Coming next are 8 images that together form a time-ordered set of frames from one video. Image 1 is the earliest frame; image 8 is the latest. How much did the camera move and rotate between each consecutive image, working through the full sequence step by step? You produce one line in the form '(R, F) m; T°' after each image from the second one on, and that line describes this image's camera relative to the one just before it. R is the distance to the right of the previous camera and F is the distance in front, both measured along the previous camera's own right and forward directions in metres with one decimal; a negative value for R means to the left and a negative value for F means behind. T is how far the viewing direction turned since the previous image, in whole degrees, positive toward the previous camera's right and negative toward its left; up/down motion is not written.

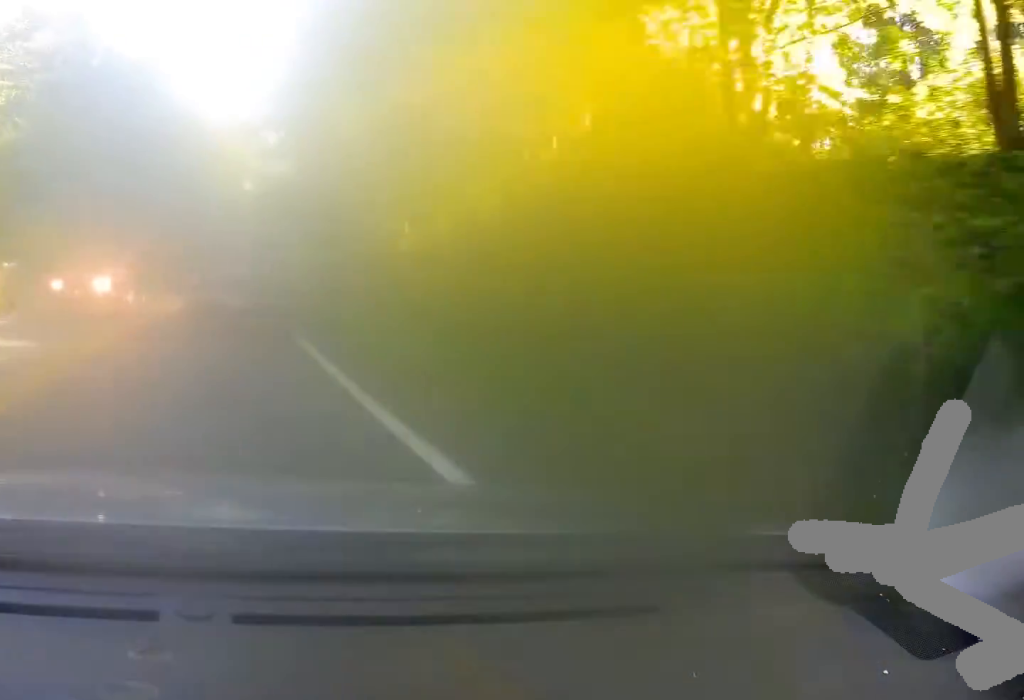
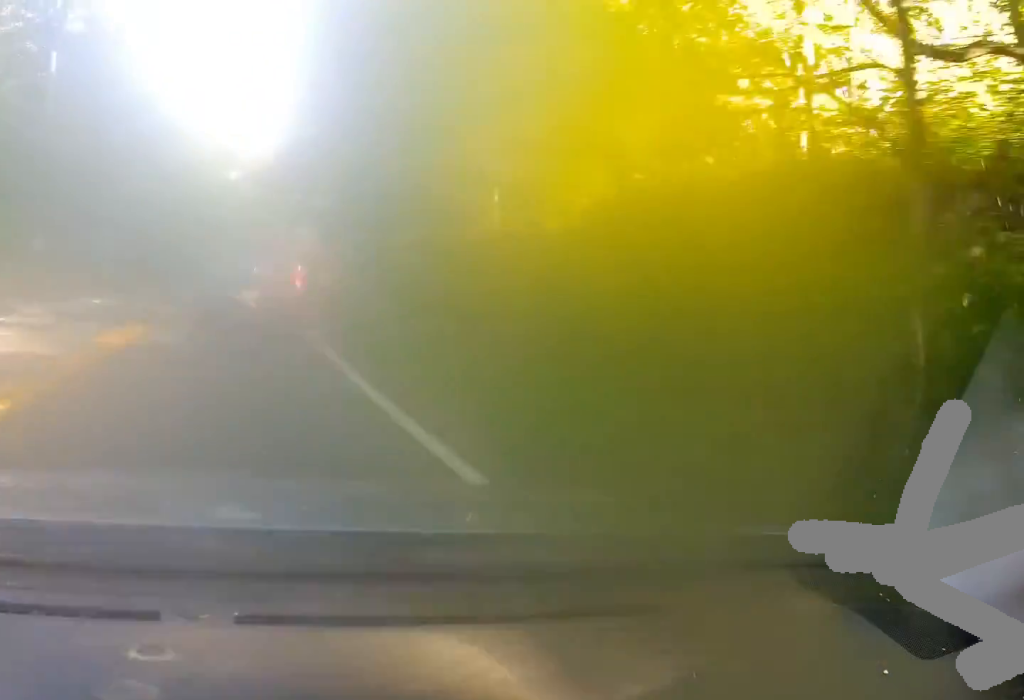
(+0.1, +10.0) m; +1°
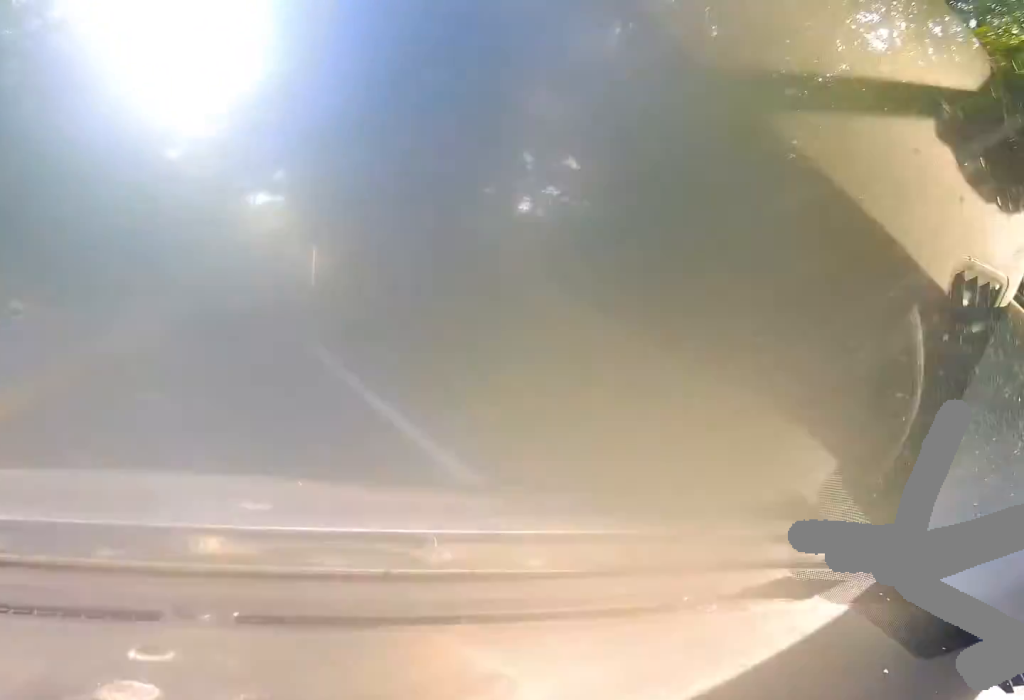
(+0.4, +18.7) m; +4°
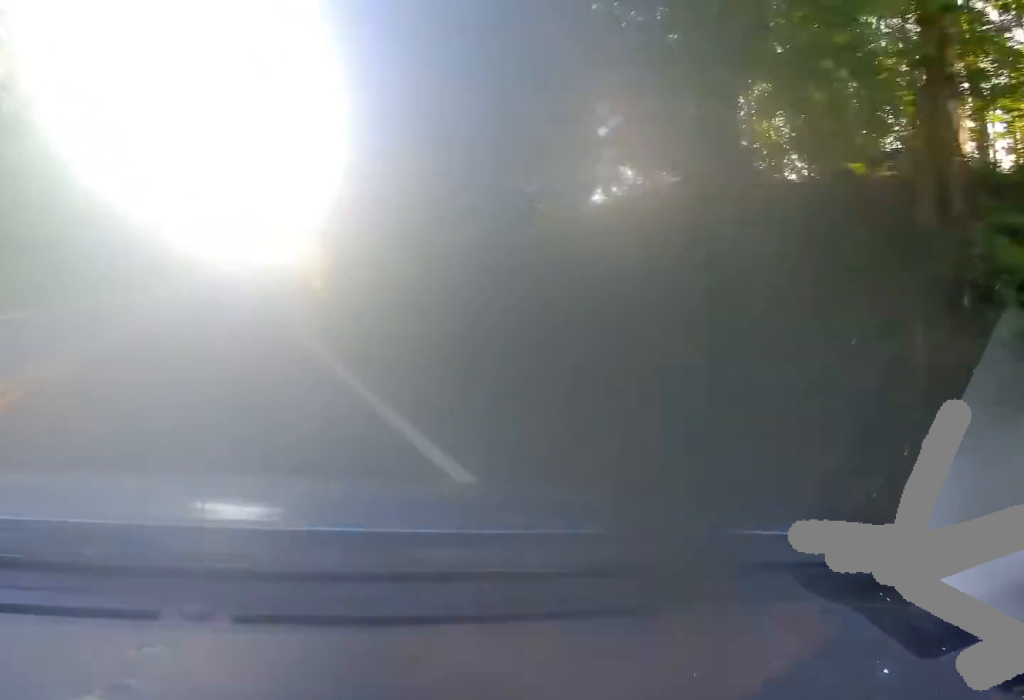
(+0.5, +15.8) m; +3°
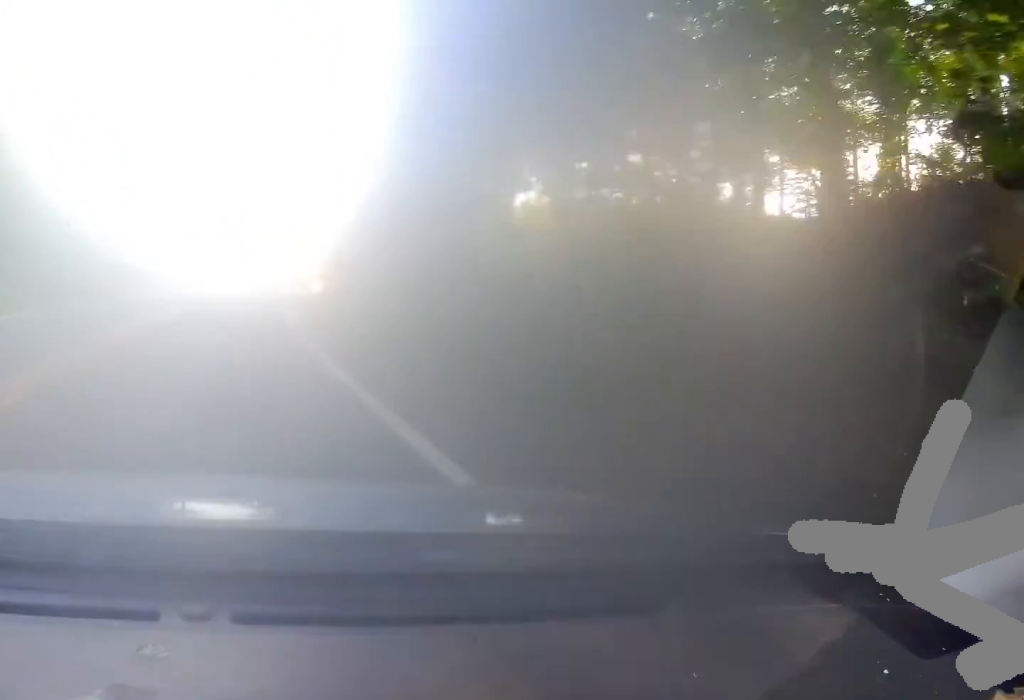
(+0.1, +7.7) m; +1°
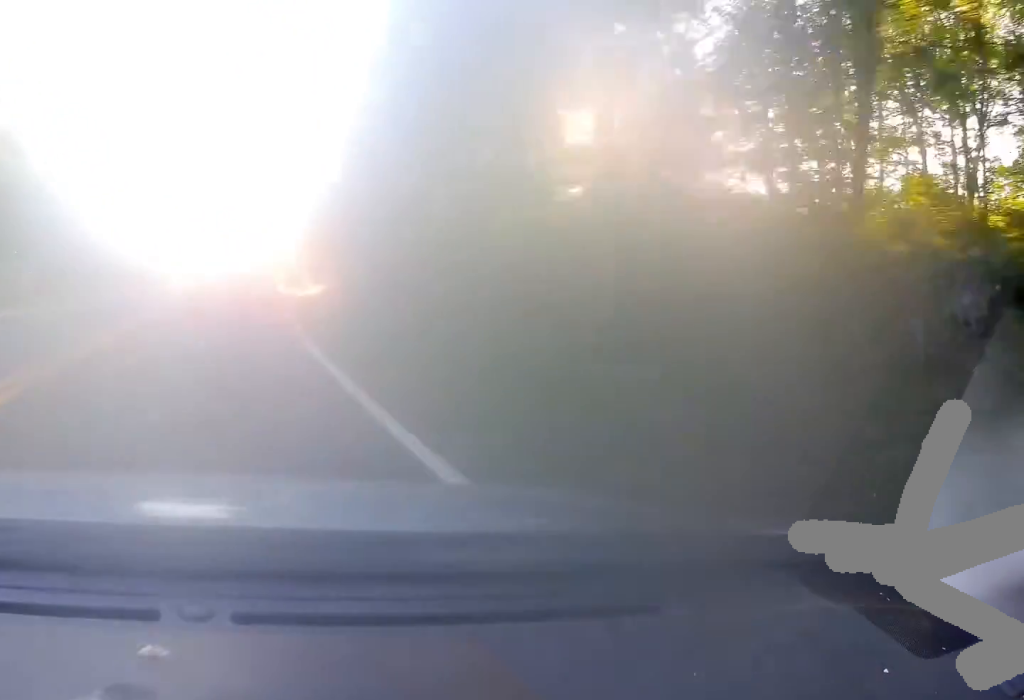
(+0.1, +13.2) m; +2°
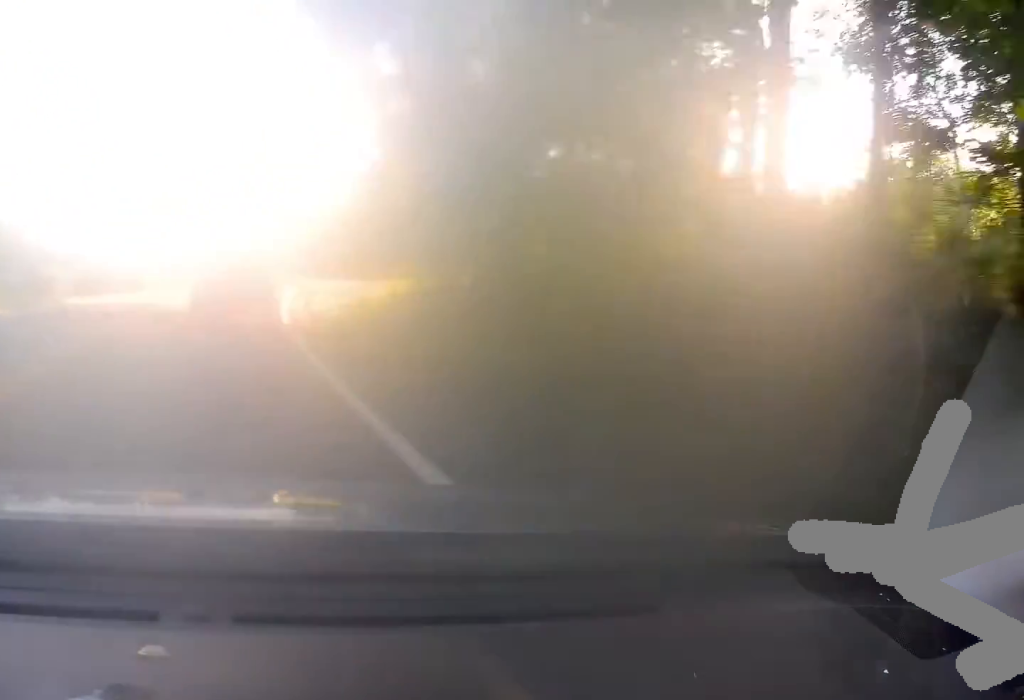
(+0.9, +26.4) m; +7°
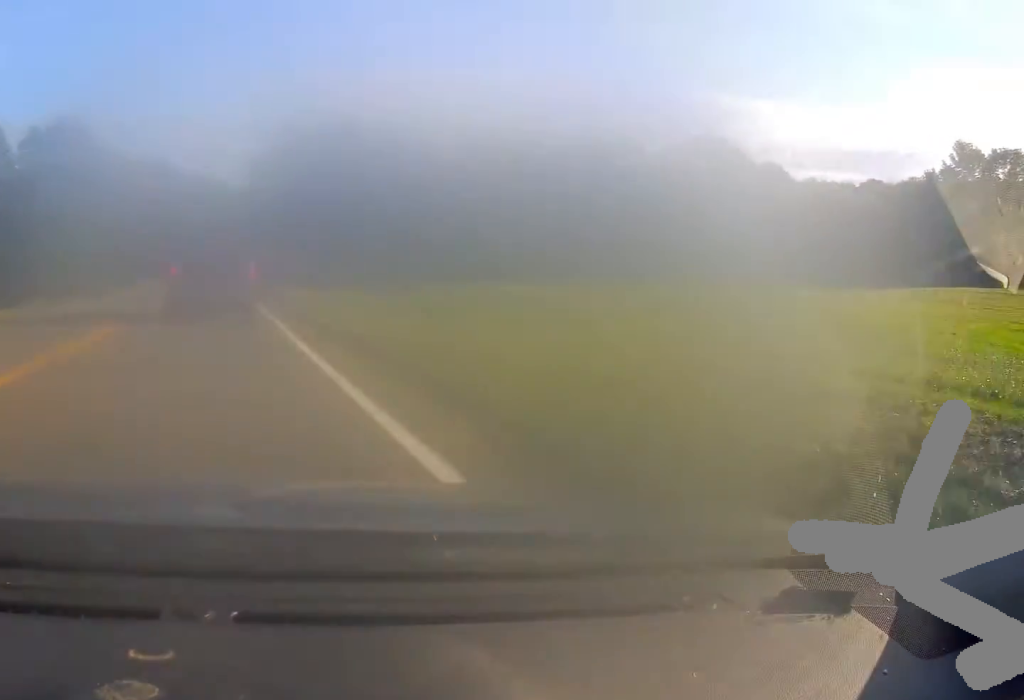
(+3.4, +42.8) m; +7°
